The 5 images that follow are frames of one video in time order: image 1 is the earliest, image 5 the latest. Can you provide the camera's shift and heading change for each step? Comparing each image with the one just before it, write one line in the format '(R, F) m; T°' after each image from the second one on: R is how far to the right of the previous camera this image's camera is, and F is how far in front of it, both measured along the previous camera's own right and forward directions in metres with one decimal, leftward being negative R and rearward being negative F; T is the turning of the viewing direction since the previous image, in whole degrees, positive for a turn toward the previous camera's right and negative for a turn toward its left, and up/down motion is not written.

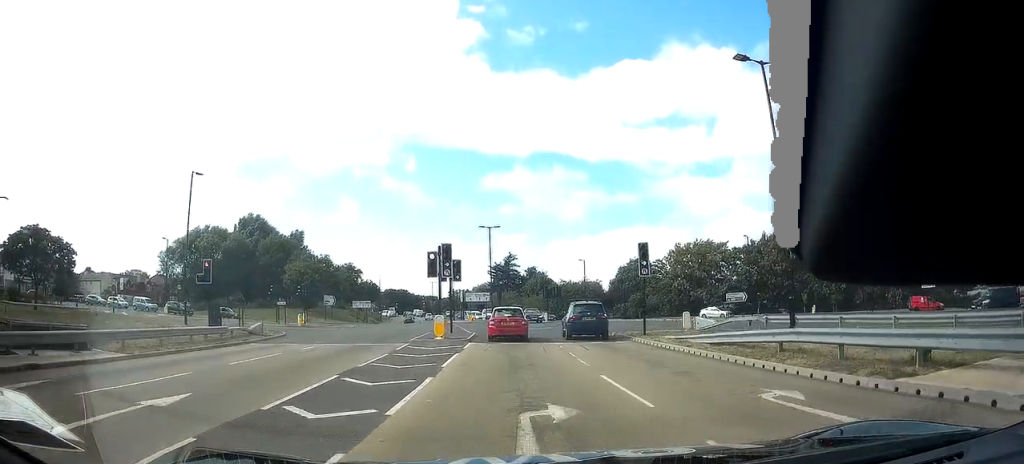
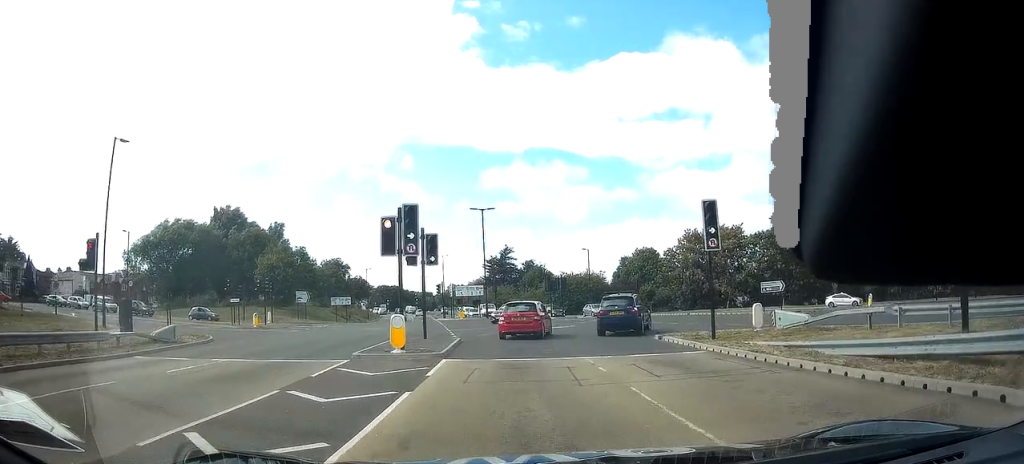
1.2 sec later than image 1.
(+0.2, +8.6) m; +2°
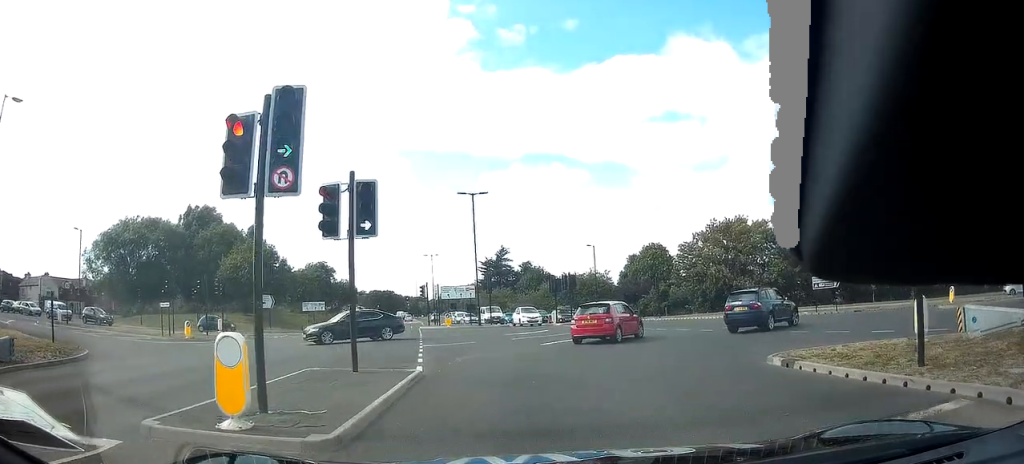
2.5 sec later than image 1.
(+0.1, +8.8) m; +2°
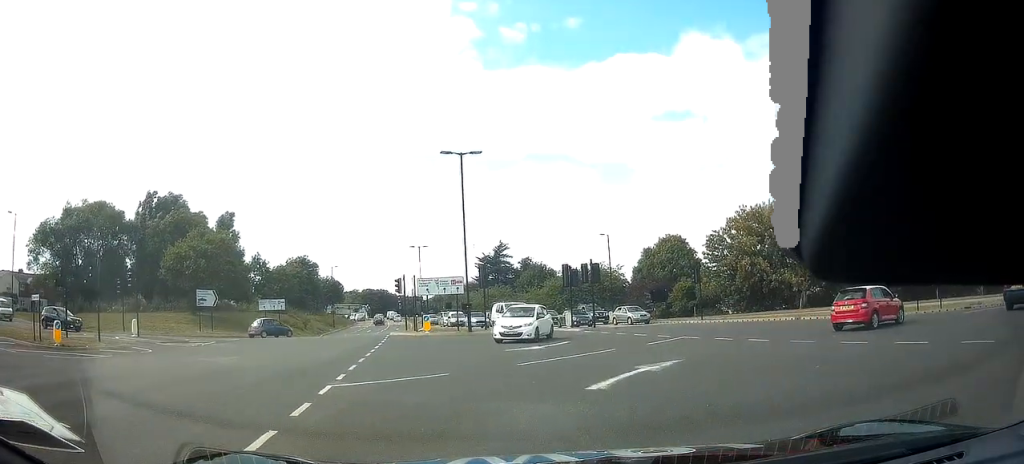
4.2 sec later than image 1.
(+0.5, +10.6) m; +6°
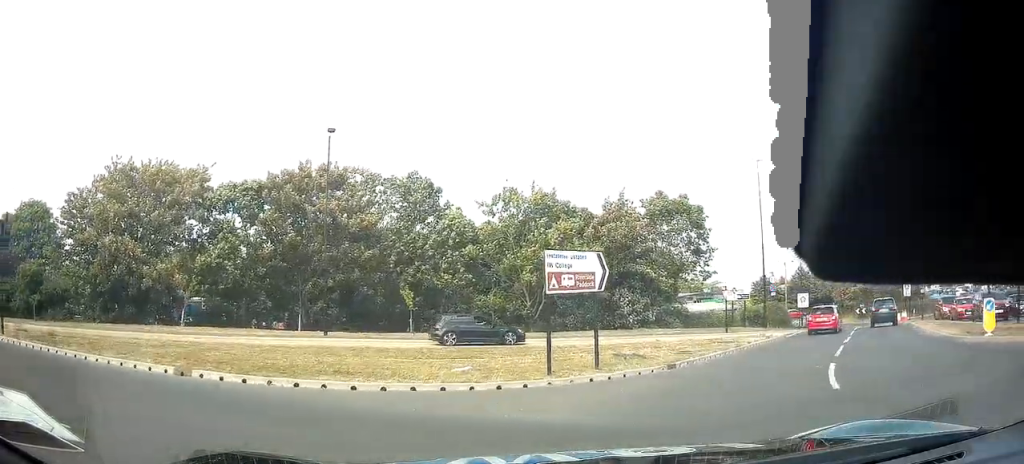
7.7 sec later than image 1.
(+11.1, +18.2) m; +63°
